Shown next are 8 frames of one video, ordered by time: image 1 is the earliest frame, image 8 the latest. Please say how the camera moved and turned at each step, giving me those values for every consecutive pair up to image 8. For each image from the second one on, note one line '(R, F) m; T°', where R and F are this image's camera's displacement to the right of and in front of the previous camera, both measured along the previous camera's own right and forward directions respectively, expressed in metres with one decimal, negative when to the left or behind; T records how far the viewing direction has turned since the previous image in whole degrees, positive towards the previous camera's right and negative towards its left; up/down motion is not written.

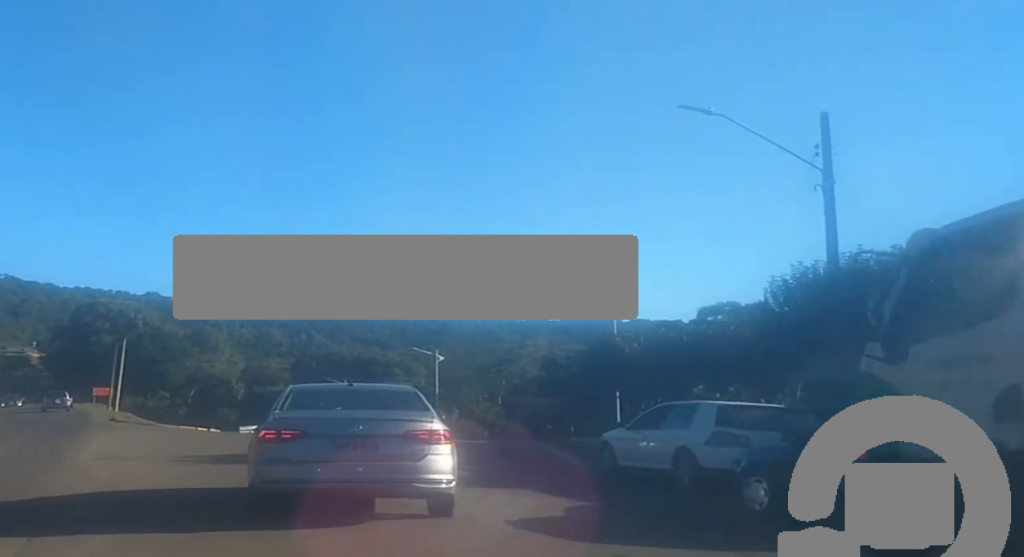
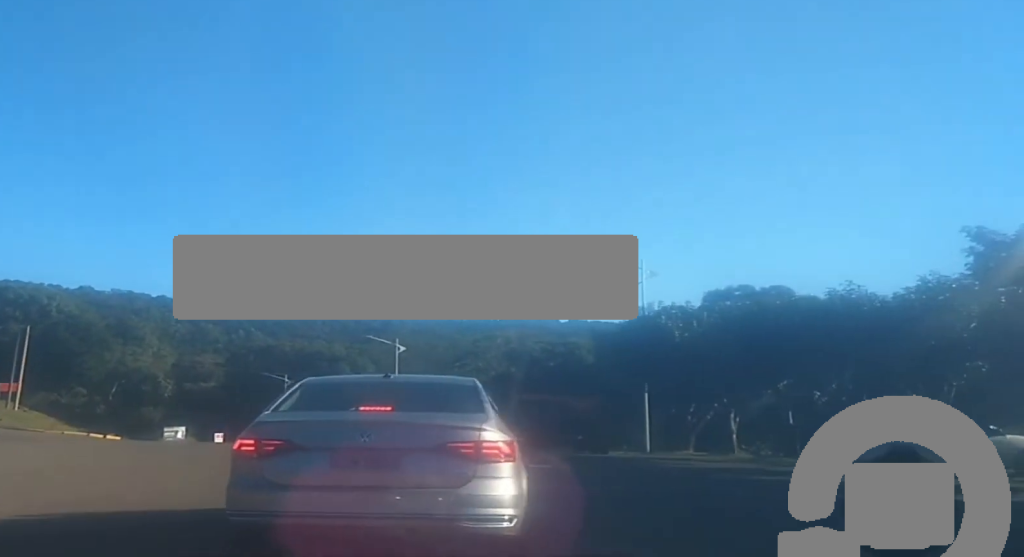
(+0.2, +11.2) m; +5°
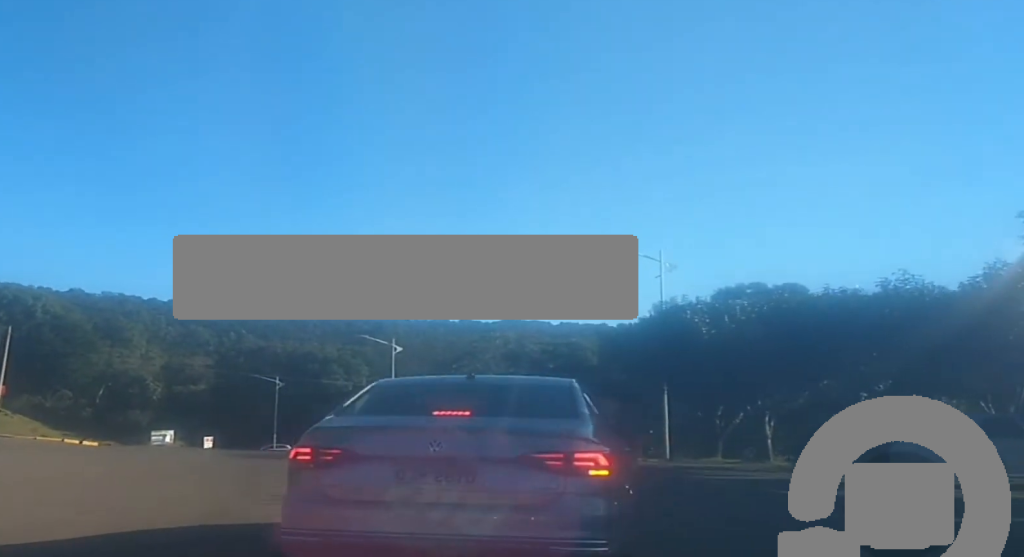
(0.0, +2.6) m; +2°
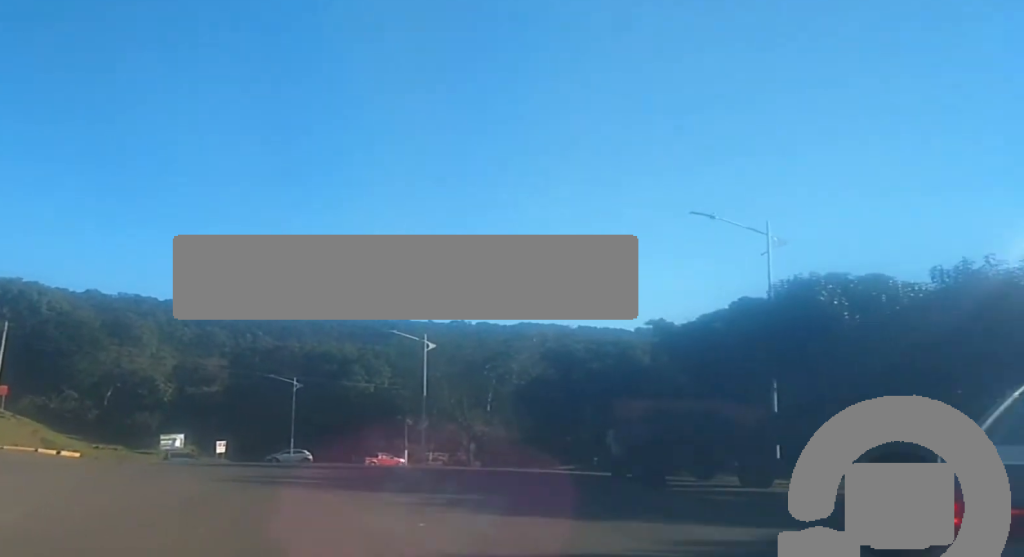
(+0.3, +6.7) m; +3°
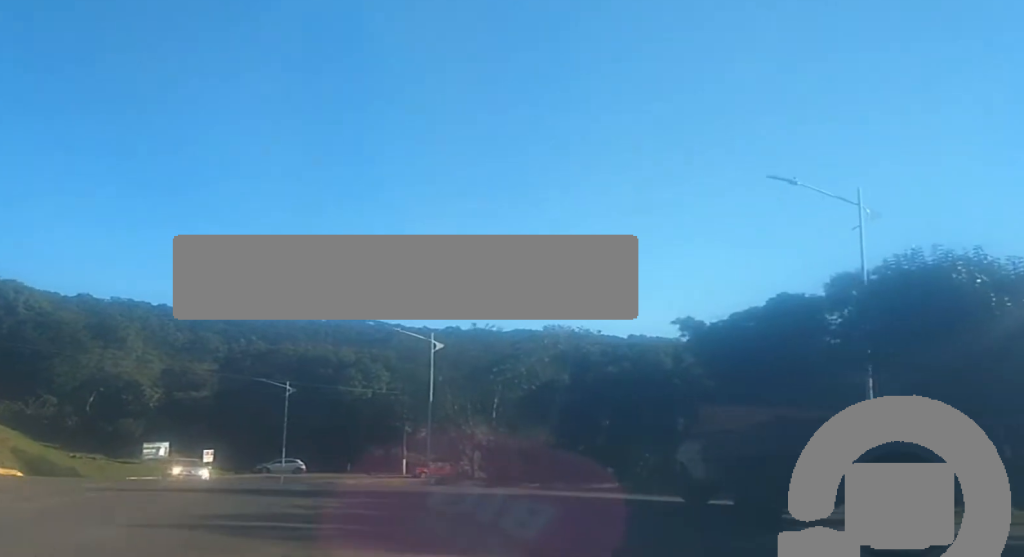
(+0.1, +5.5) m; +2°
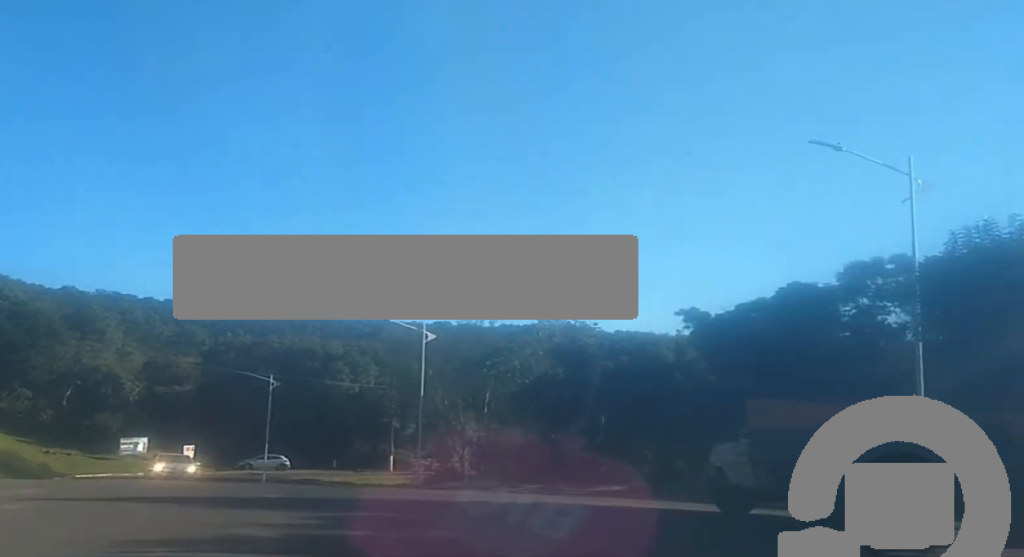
(+0.1, +2.7) m; -1°
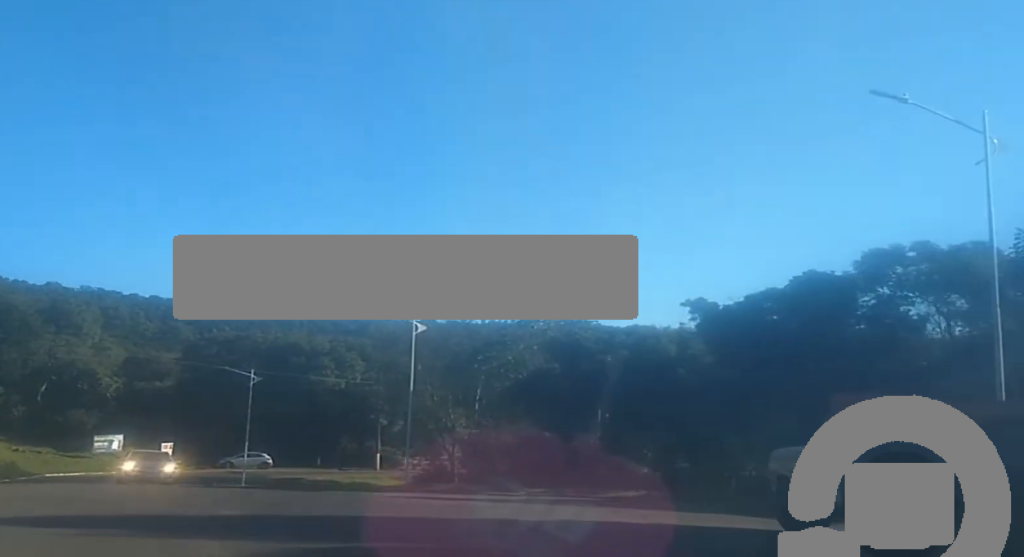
(+0.1, +3.0) m; -1°
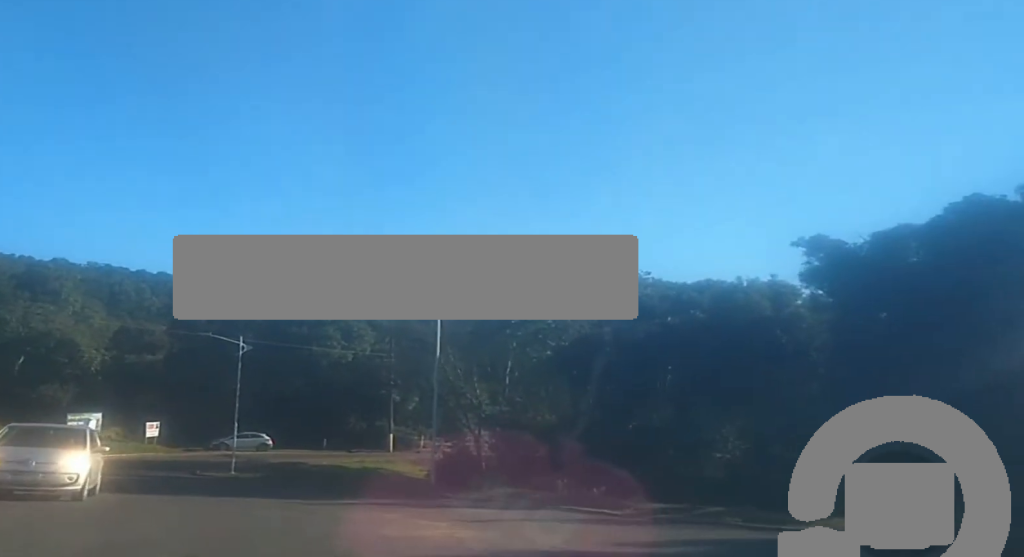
(-0.6, +9.3) m; -3°
